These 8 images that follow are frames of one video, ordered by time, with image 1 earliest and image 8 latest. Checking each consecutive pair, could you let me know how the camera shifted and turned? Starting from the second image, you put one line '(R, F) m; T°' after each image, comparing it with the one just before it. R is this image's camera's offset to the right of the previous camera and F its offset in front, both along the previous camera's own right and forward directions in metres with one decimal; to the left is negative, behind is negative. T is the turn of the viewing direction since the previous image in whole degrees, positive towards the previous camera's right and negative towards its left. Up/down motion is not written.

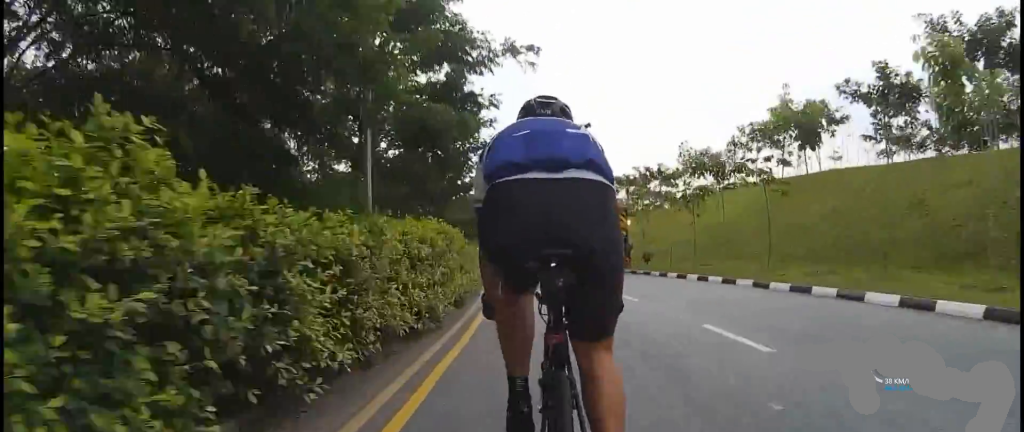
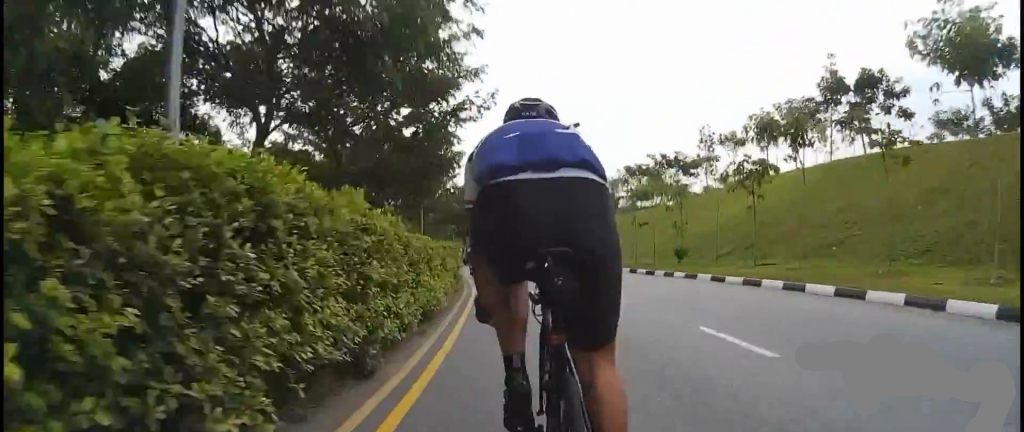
(-0.8, +6.5) m; -1°
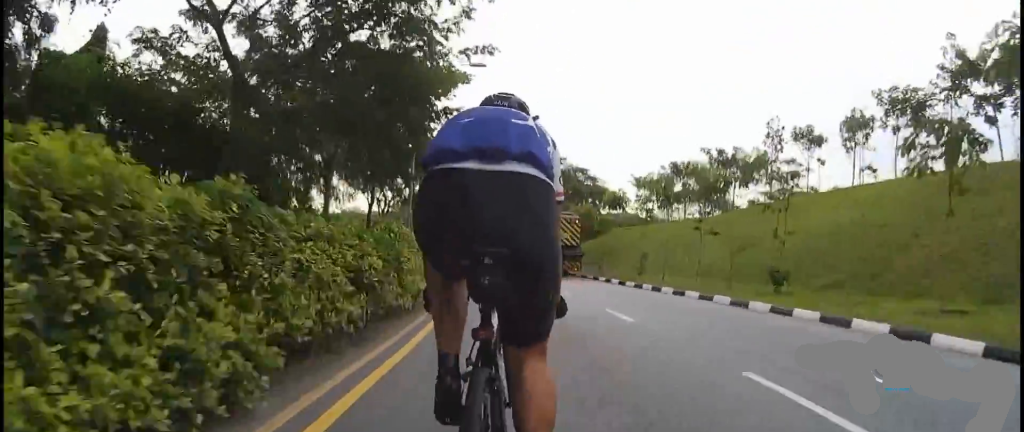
(-0.7, +8.1) m; 0°
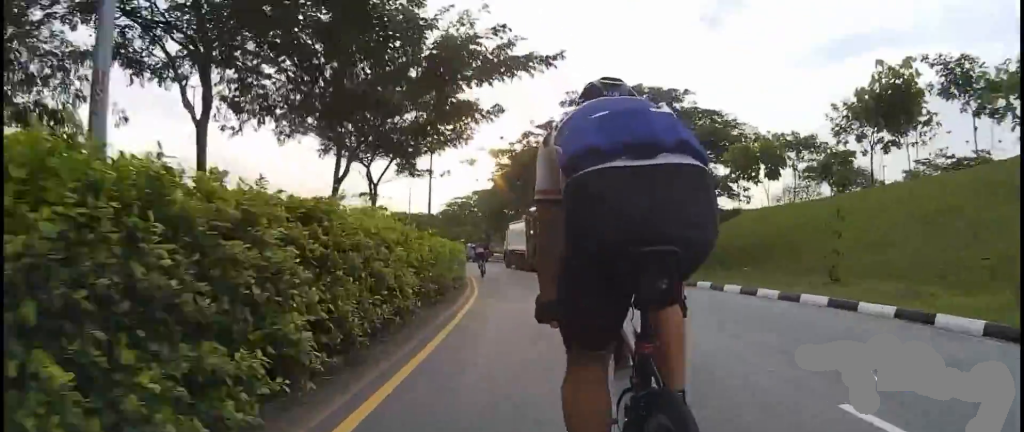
(0.0, +19.0) m; -8°
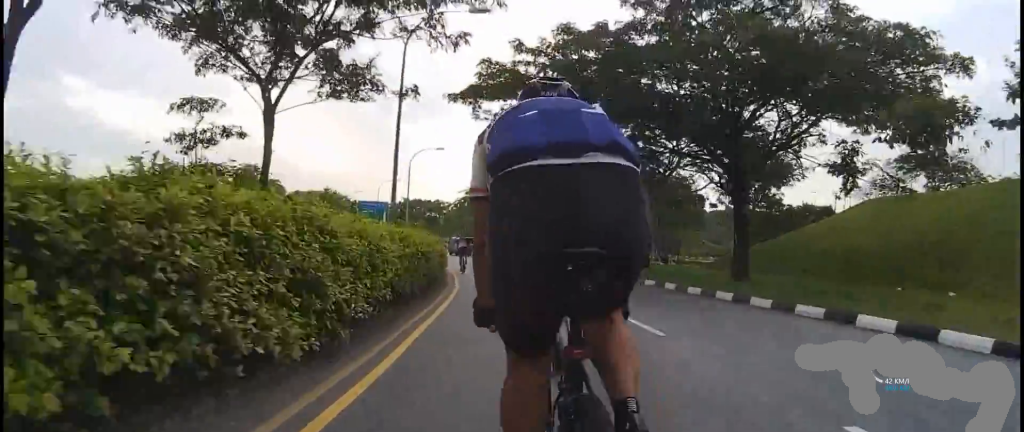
(-0.4, +12.4) m; -7°
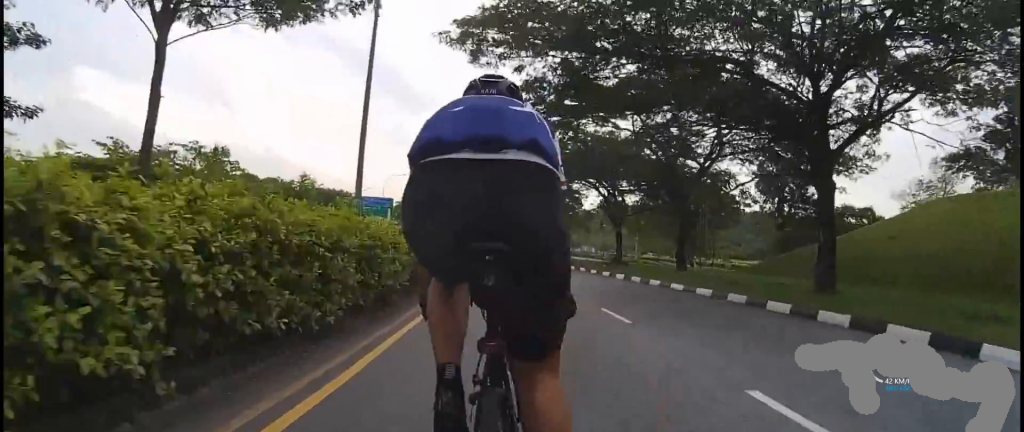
(-0.2, +4.7) m; -3°
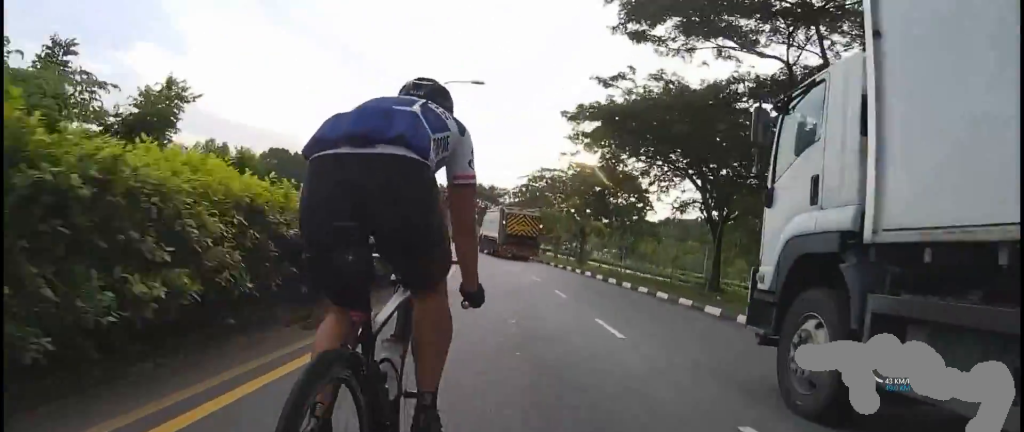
(-1.1, +12.1) m; -6°
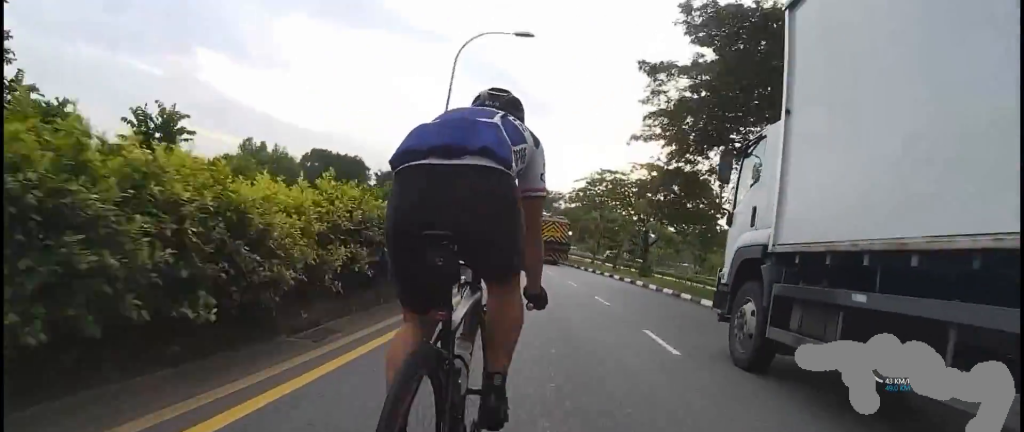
(-0.1, +6.7) m; -1°
